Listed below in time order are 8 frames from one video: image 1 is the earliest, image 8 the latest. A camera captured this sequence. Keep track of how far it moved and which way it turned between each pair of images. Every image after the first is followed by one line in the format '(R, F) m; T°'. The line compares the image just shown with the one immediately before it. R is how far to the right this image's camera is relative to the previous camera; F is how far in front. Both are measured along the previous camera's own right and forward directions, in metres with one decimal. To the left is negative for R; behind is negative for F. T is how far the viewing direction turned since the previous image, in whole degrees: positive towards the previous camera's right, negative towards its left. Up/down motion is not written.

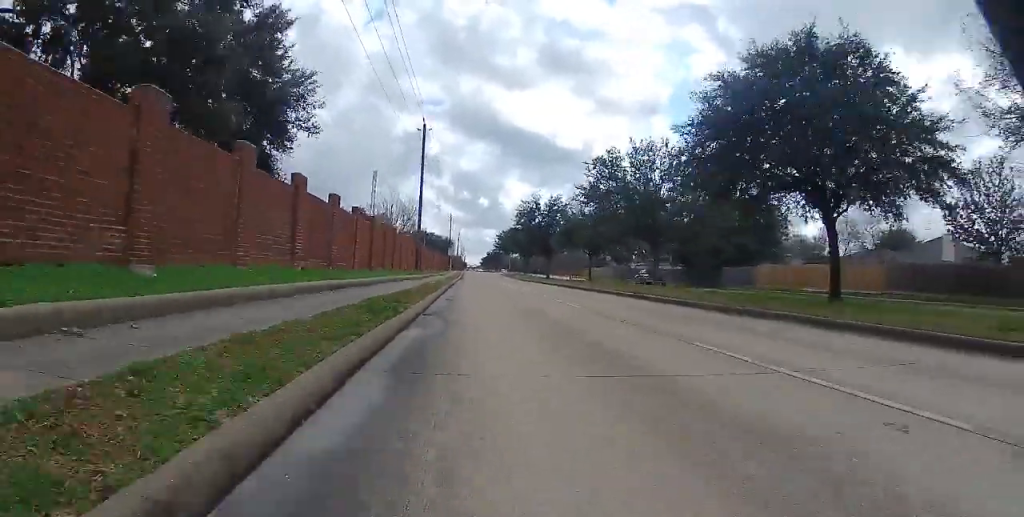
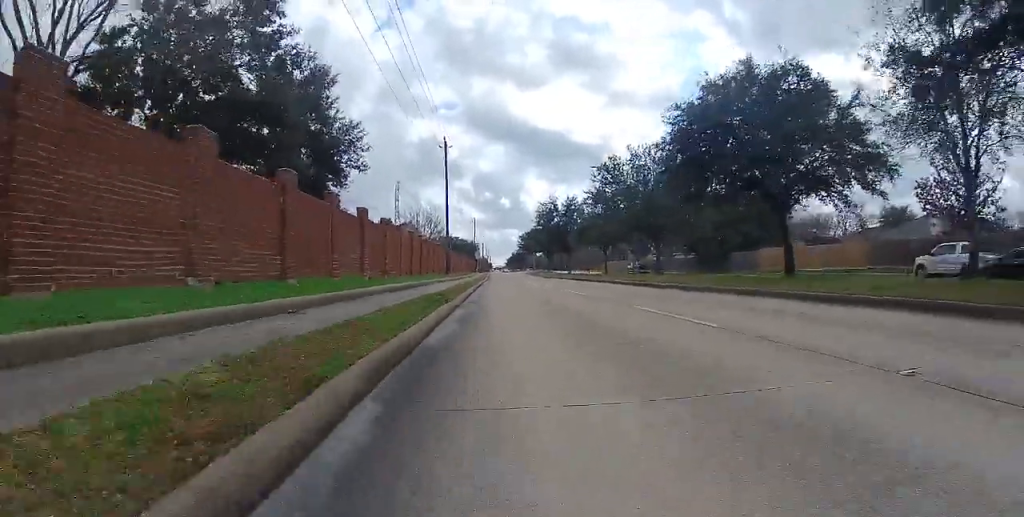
(-0.1, +5.1) m; +1°
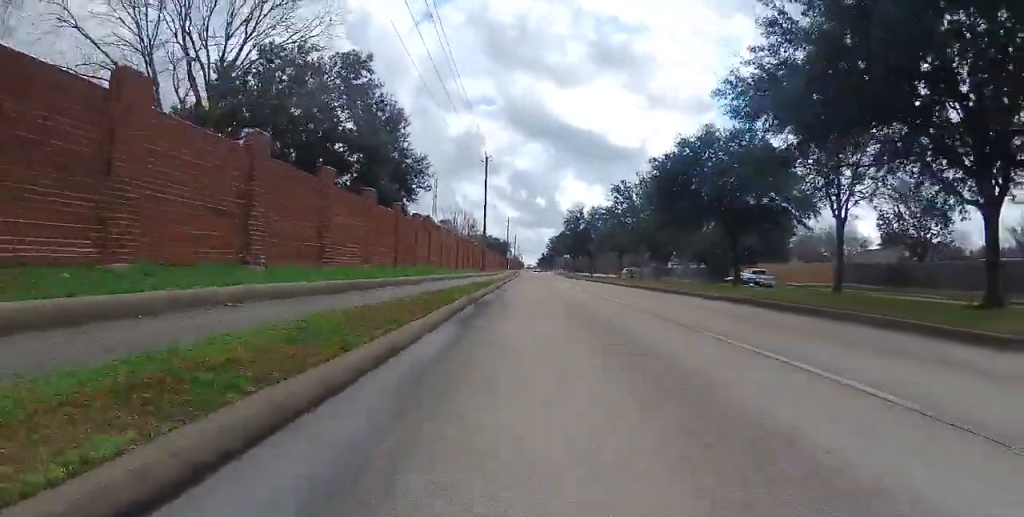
(+0.4, +9.3) m; +3°
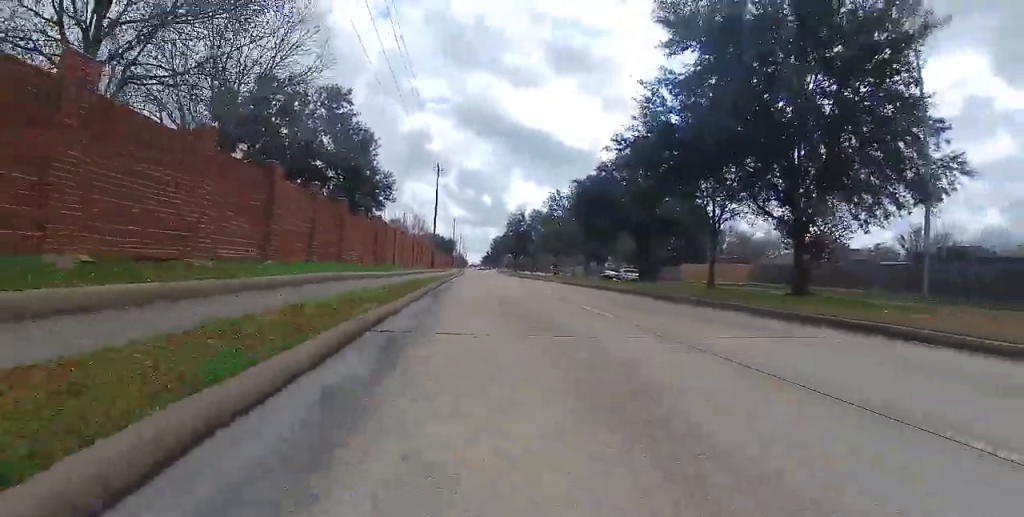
(0.0, +8.1) m; 0°
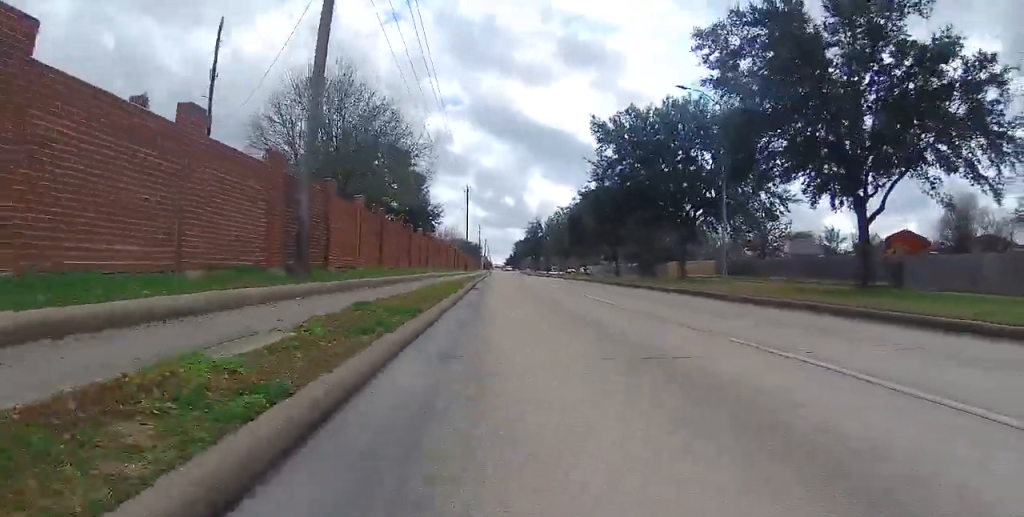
(0.0, +17.2) m; -1°
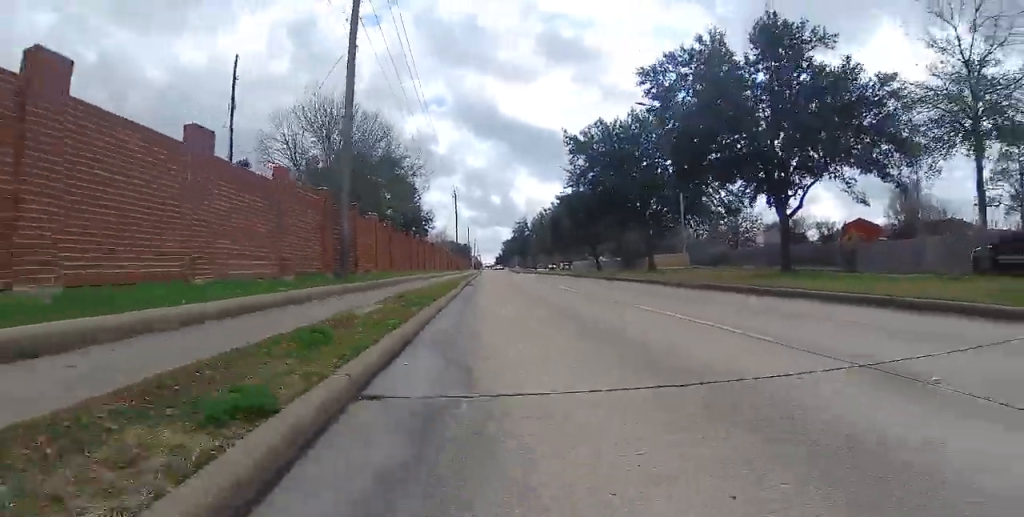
(0.0, +4.4) m; -1°
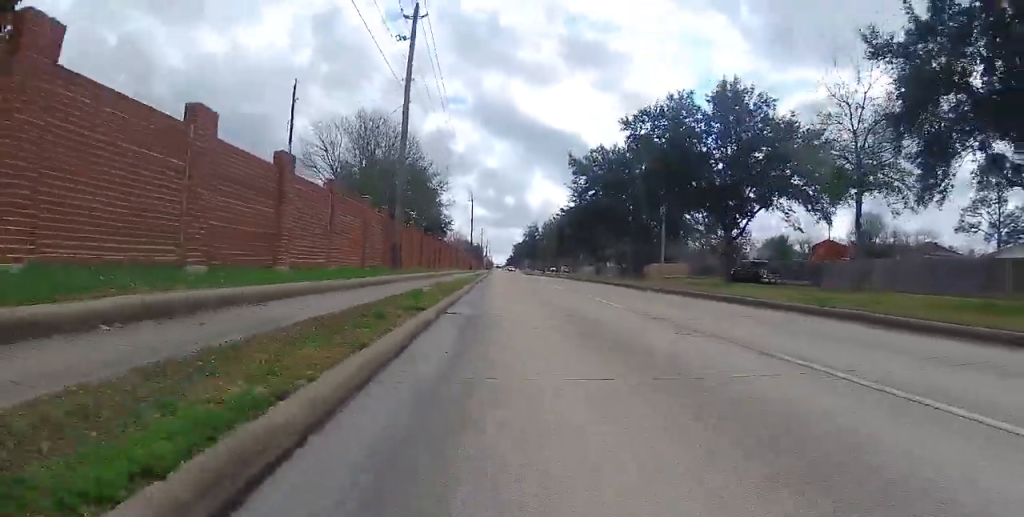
(-0.1, +6.2) m; -1°
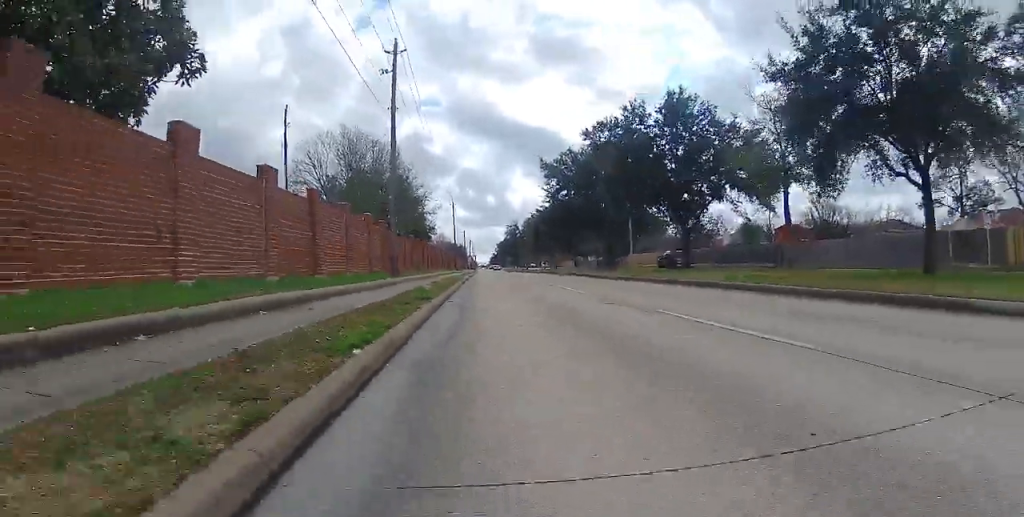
(0.0, +3.6) m; 0°
